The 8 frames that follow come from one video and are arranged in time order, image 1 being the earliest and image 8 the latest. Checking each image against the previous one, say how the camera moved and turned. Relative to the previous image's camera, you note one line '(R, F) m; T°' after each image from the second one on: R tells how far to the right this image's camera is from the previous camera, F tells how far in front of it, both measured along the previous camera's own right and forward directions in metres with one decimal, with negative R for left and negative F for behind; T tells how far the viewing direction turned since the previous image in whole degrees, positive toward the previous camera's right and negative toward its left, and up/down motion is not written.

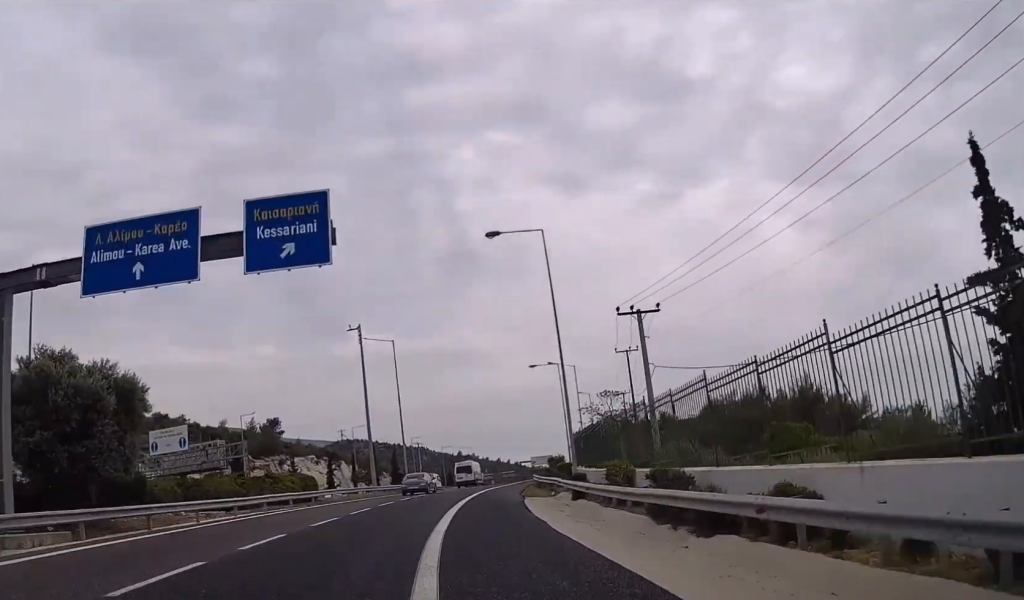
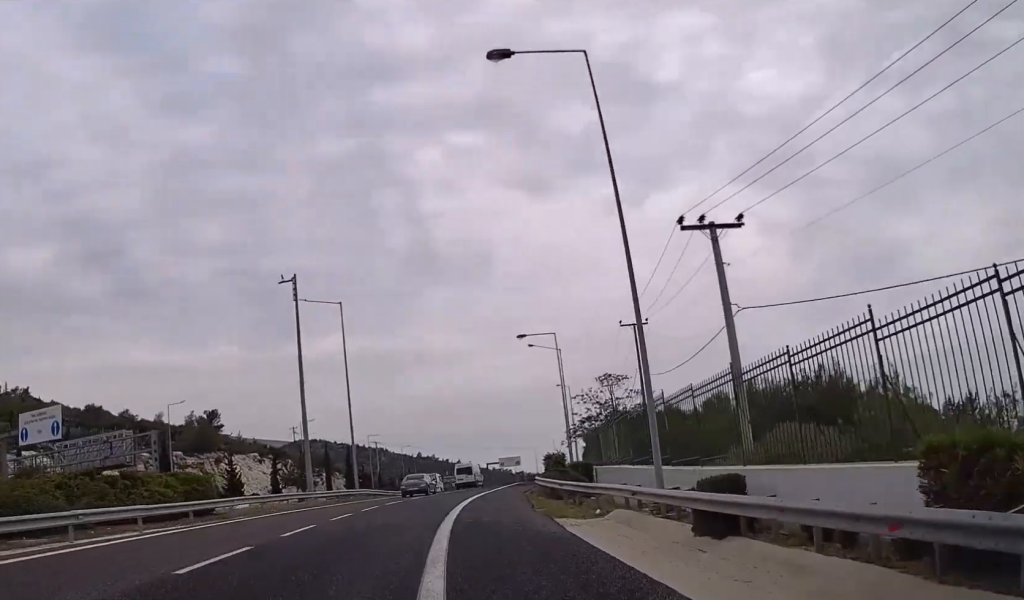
(+0.4, +16.8) m; +3°
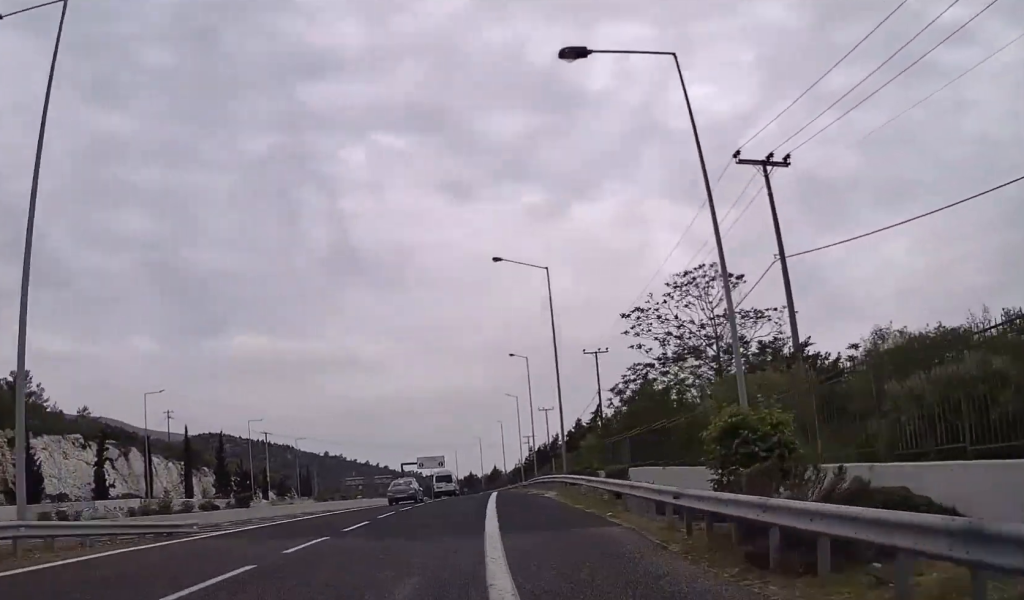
(+2.2, +37.6) m; +7°
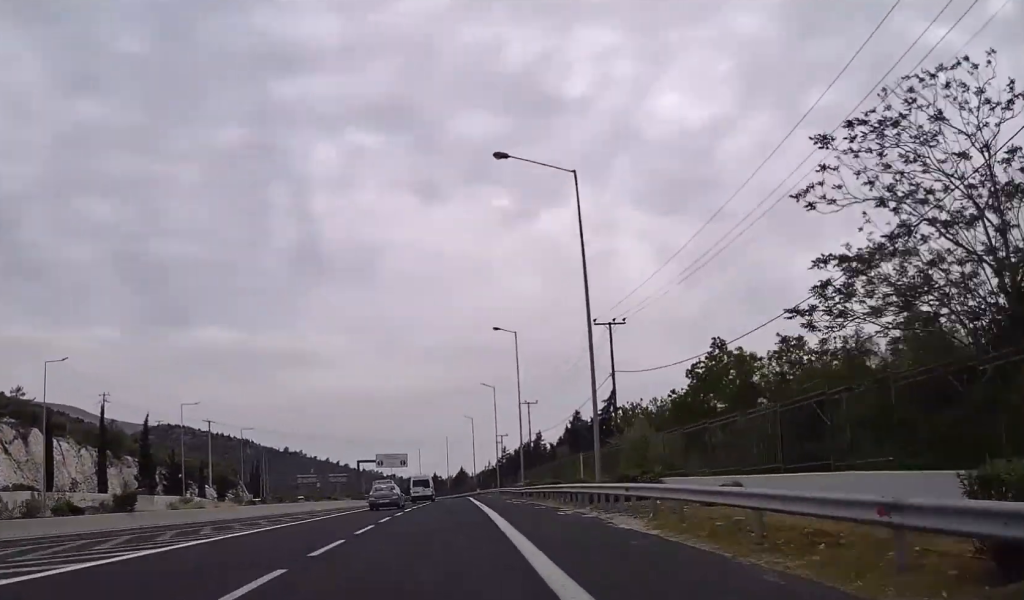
(+0.2, +17.7) m; +3°
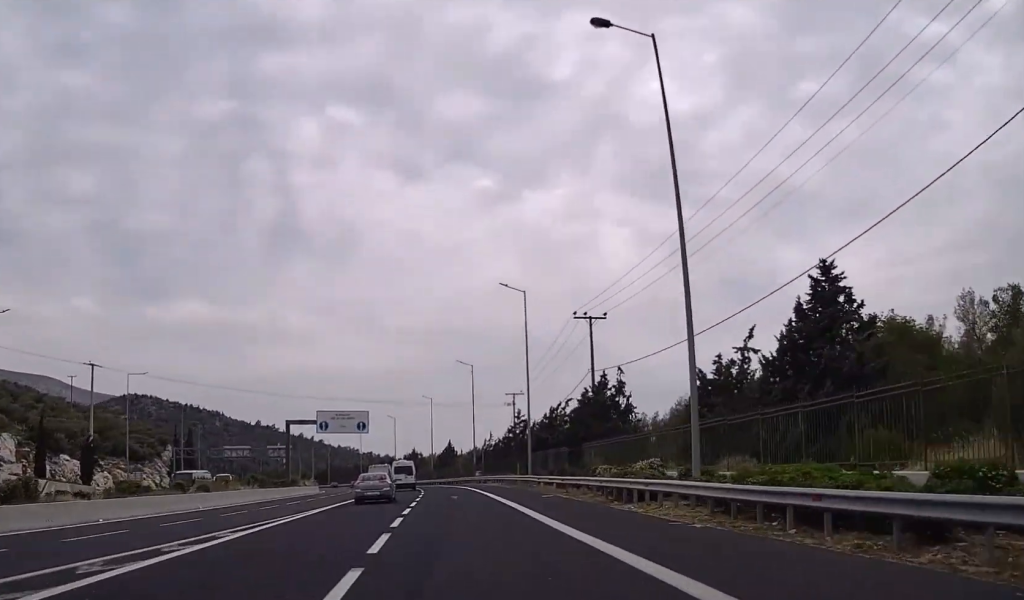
(+3.0, +48.7) m; +5°
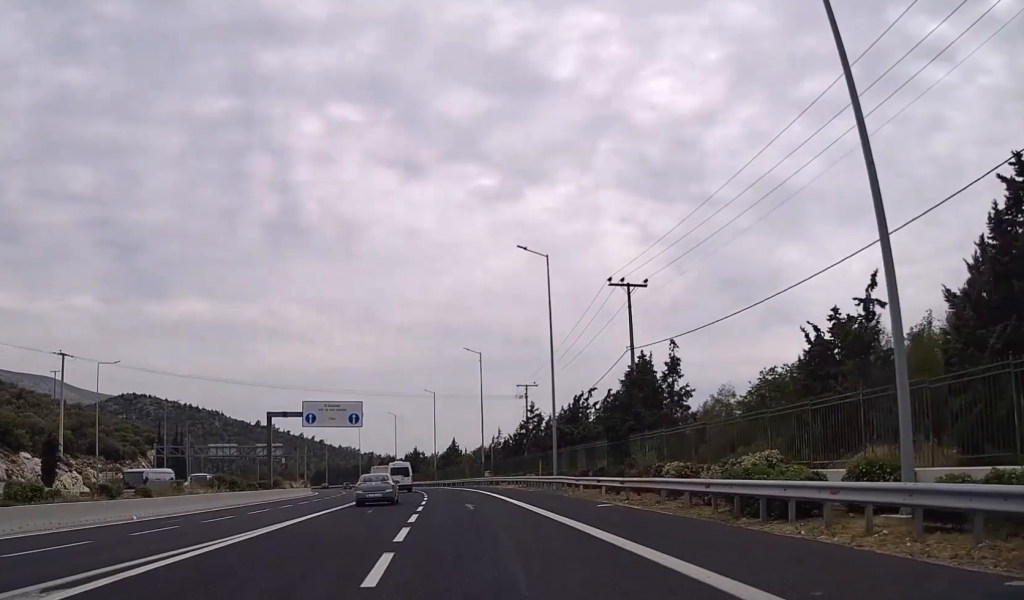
(+0.1, +10.3) m; 0°
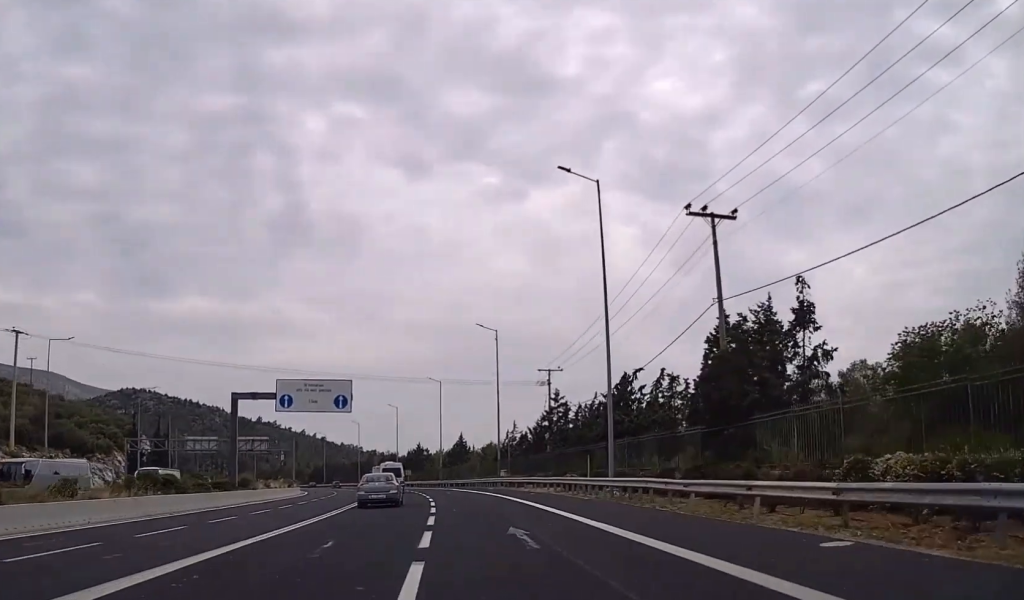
(+0.1, +14.2) m; 0°
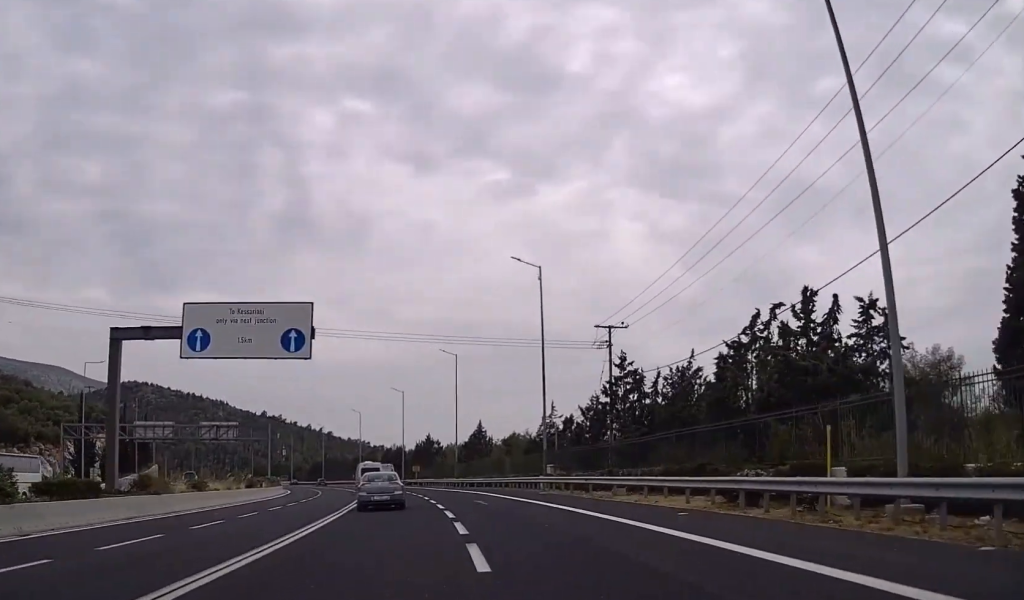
(-0.2, +22.3) m; -1°
